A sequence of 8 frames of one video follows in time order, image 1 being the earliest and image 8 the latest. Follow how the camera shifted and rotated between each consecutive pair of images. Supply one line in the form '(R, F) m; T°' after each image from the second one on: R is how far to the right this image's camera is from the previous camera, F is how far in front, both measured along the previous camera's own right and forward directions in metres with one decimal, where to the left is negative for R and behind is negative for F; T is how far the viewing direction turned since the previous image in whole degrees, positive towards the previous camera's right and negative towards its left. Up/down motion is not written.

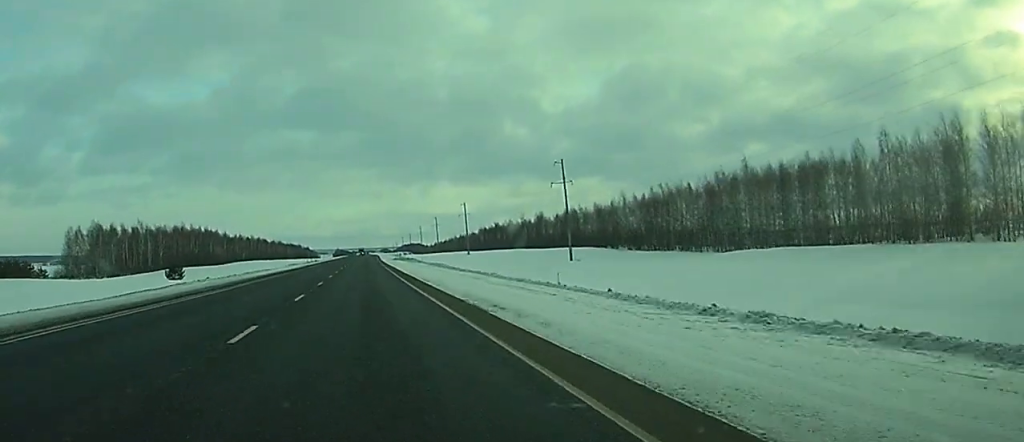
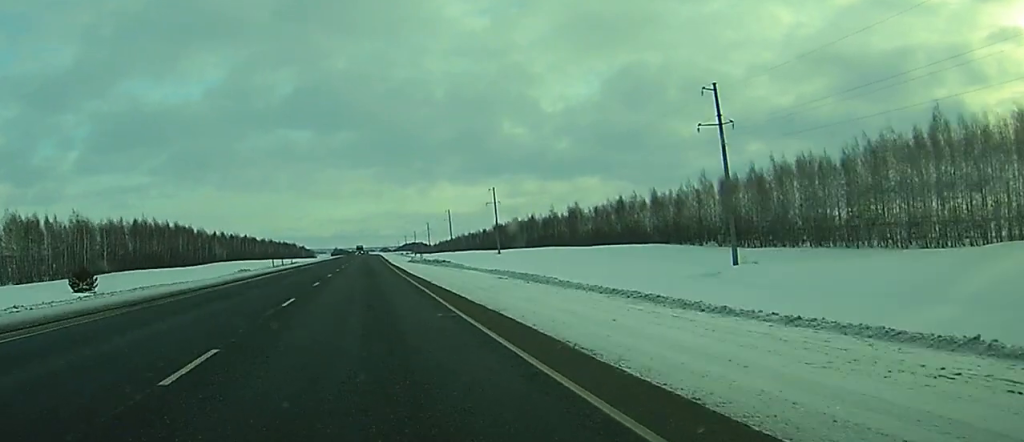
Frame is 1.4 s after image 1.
(-1.0, +51.9) m; -2°
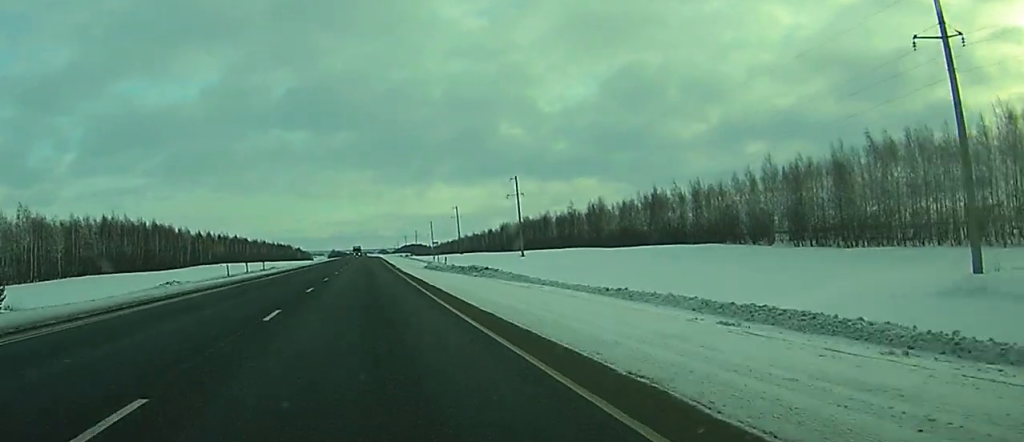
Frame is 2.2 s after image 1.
(+0.3, +27.7) m; +1°
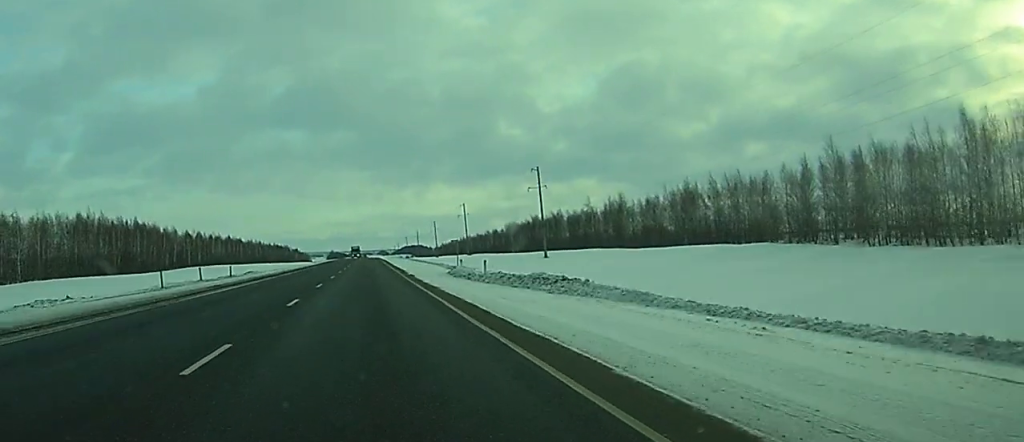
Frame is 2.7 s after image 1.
(+0.1, +19.3) m; 0°
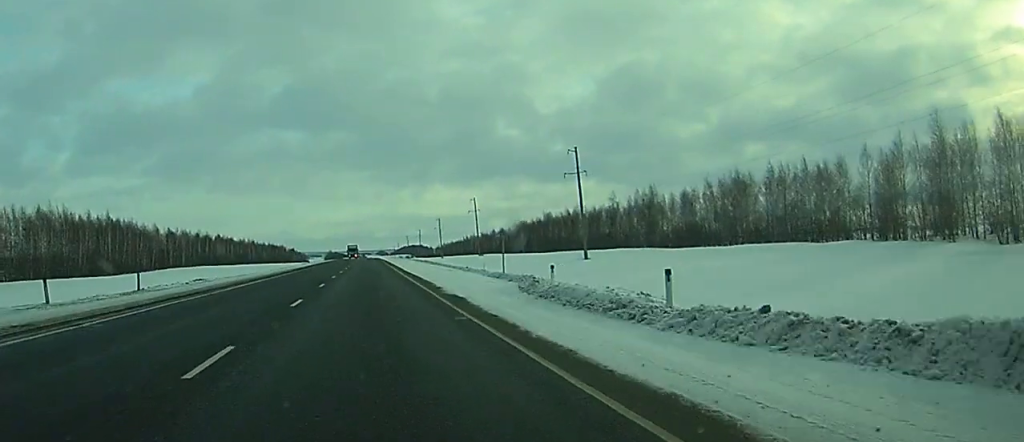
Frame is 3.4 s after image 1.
(0.0, +24.0) m; 0°
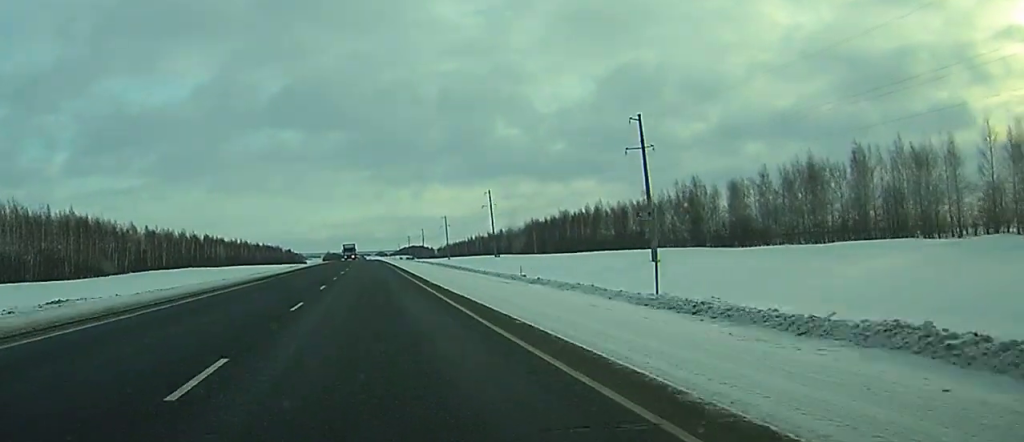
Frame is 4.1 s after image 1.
(+0.1, +25.2) m; 0°
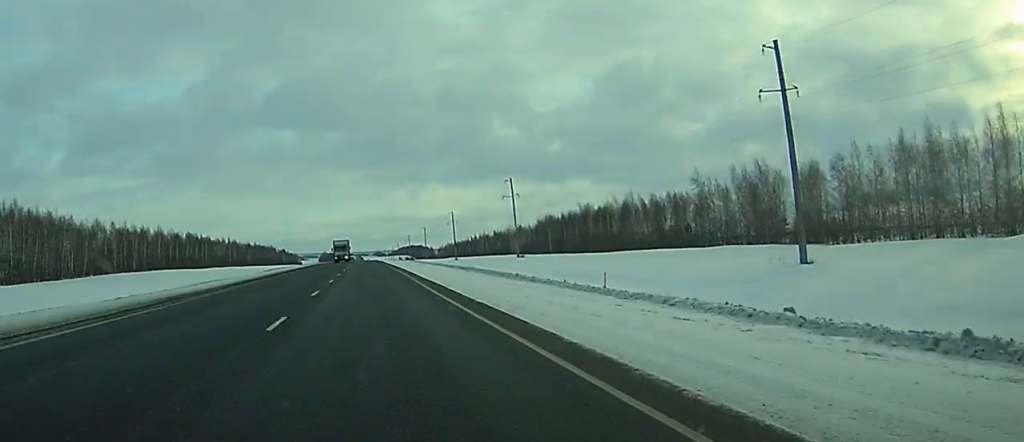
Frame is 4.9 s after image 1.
(0.0, +28.8) m; 0°
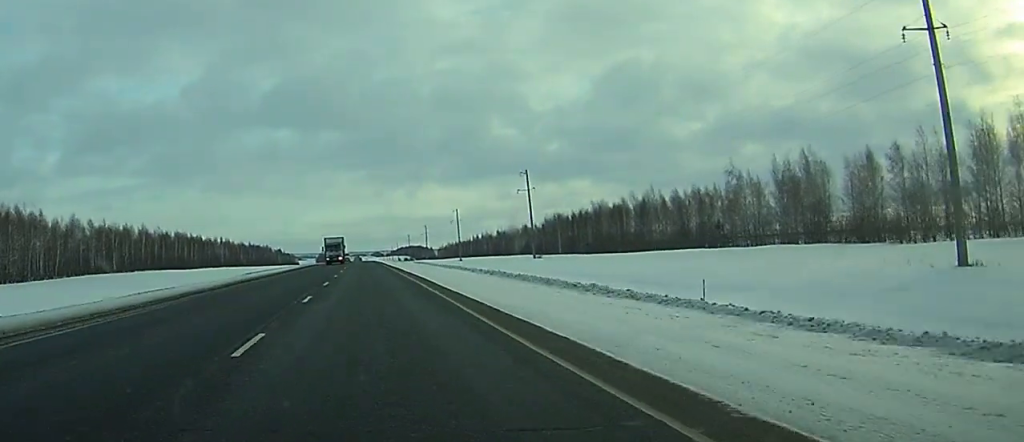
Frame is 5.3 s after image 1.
(0.0, +15.6) m; 0°
